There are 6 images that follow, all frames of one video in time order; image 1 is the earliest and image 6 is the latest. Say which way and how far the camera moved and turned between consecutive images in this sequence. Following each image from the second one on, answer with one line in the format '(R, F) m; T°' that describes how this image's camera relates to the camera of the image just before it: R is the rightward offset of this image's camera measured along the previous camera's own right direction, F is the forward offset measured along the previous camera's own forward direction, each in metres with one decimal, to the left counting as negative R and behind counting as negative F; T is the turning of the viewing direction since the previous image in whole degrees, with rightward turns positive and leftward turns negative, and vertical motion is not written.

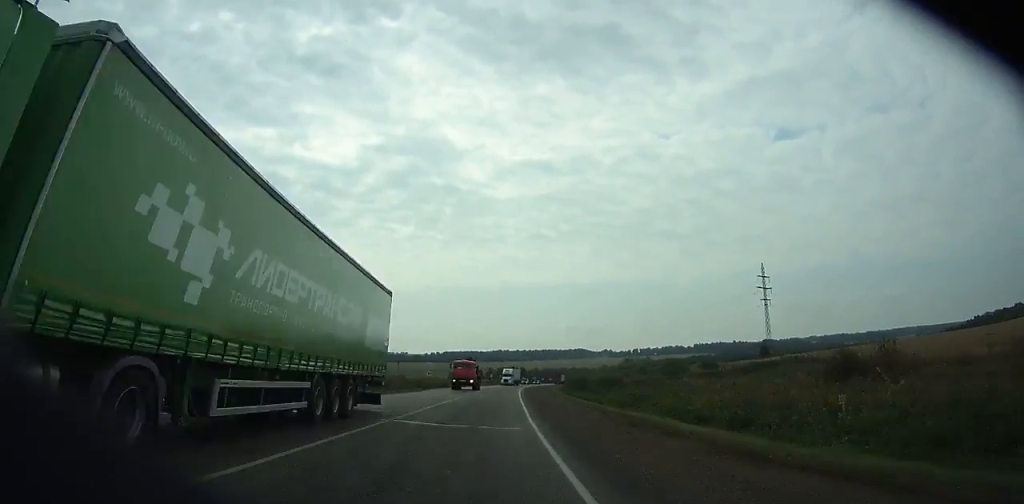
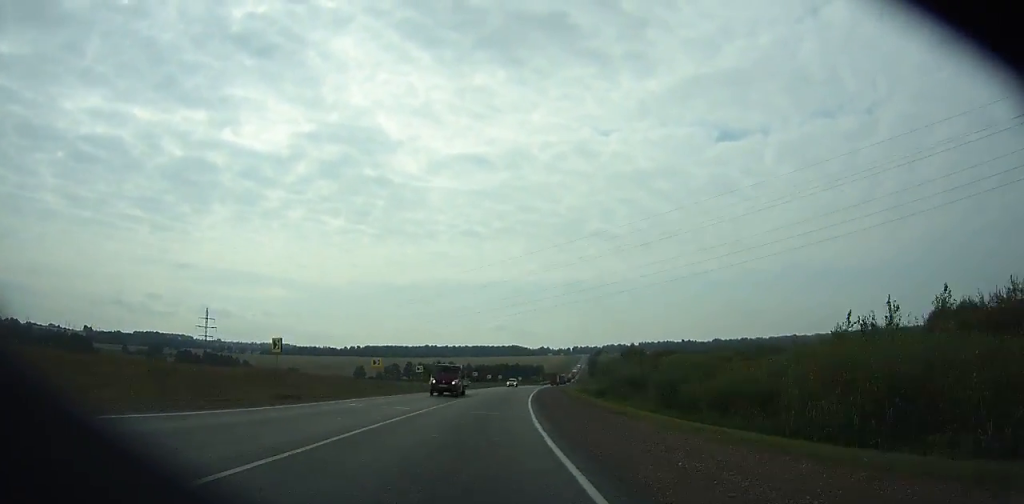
(+8.4, +129.0) m; +8°
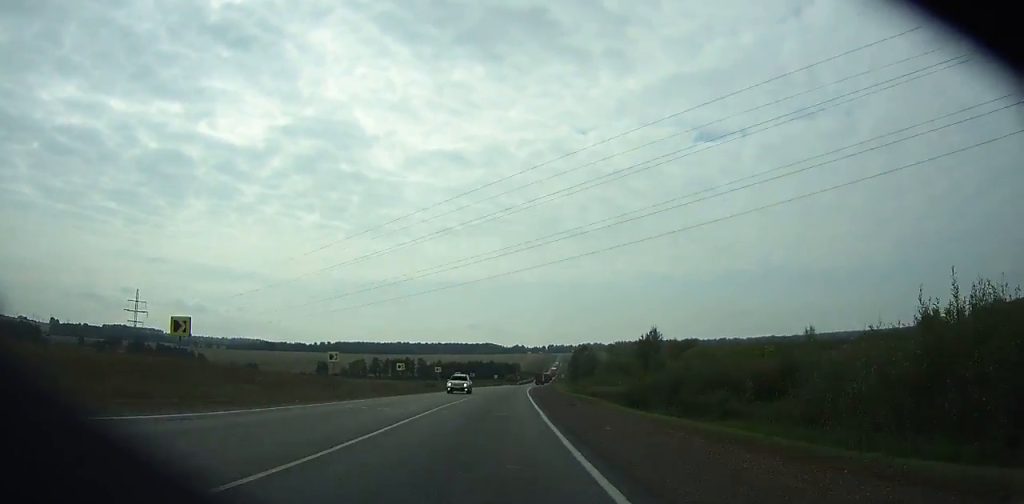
(-0.1, +30.6) m; +2°
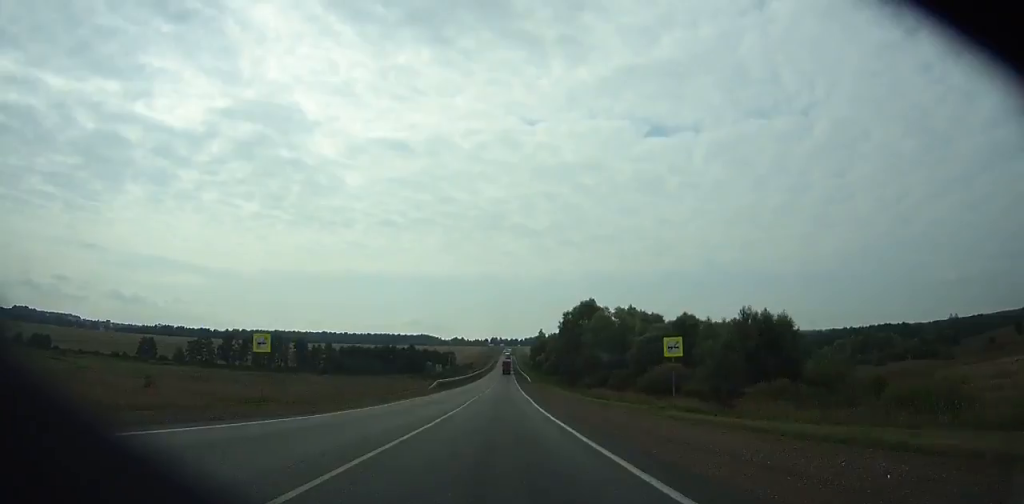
(+10.9, +148.7) m; +7°
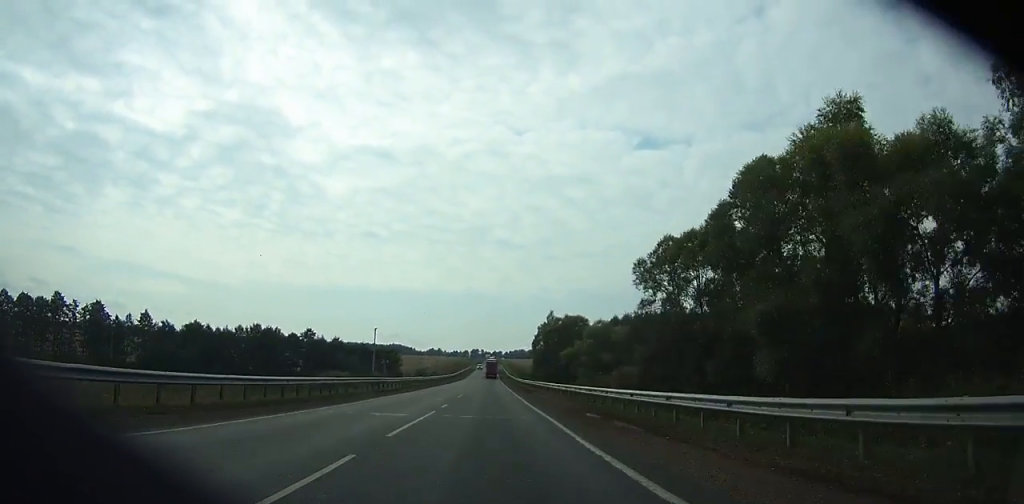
(+2.9, +129.7) m; +2°
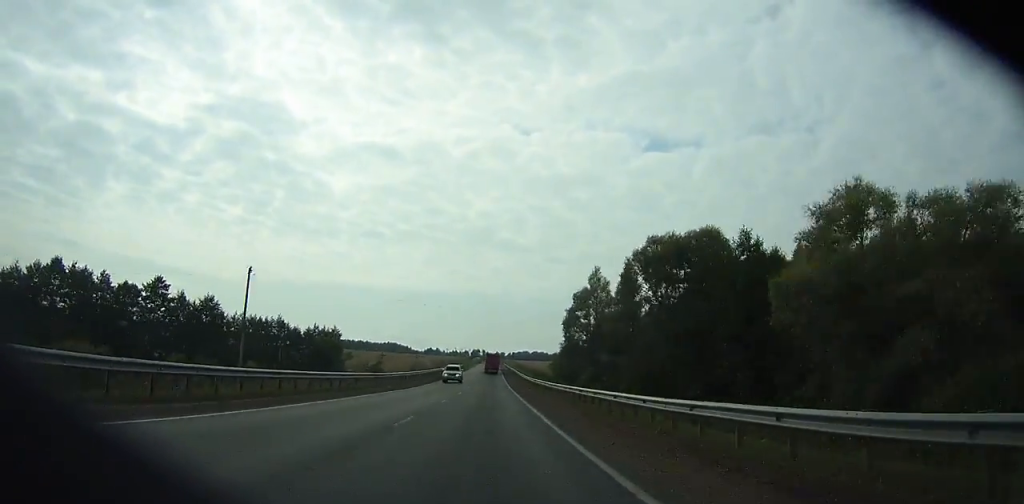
(0.0, +69.4) m; 0°
